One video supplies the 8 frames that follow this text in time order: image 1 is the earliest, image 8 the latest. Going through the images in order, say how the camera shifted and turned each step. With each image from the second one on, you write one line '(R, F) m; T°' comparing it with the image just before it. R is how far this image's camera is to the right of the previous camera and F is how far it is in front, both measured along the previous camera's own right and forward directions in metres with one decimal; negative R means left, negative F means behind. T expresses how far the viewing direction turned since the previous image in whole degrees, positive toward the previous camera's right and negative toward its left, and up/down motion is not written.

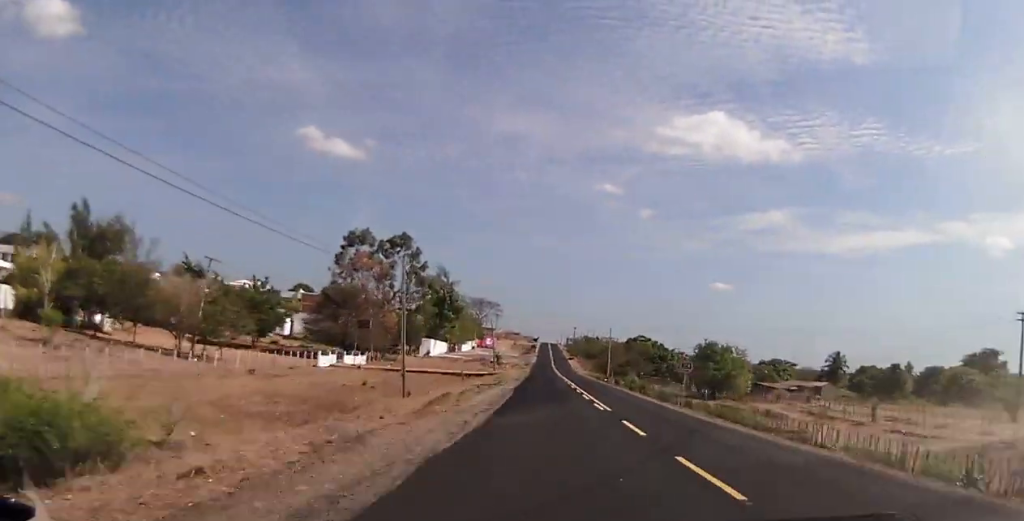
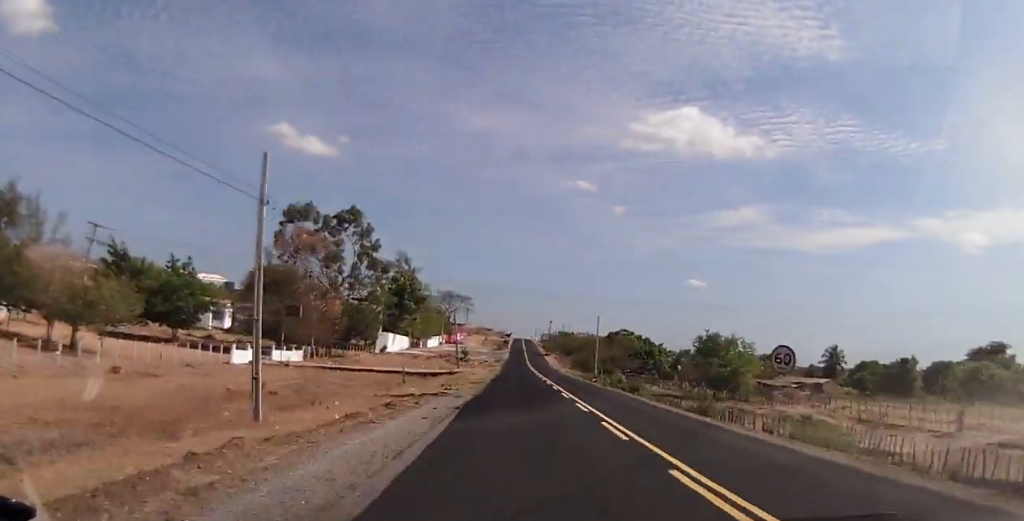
(+0.1, +15.9) m; +2°
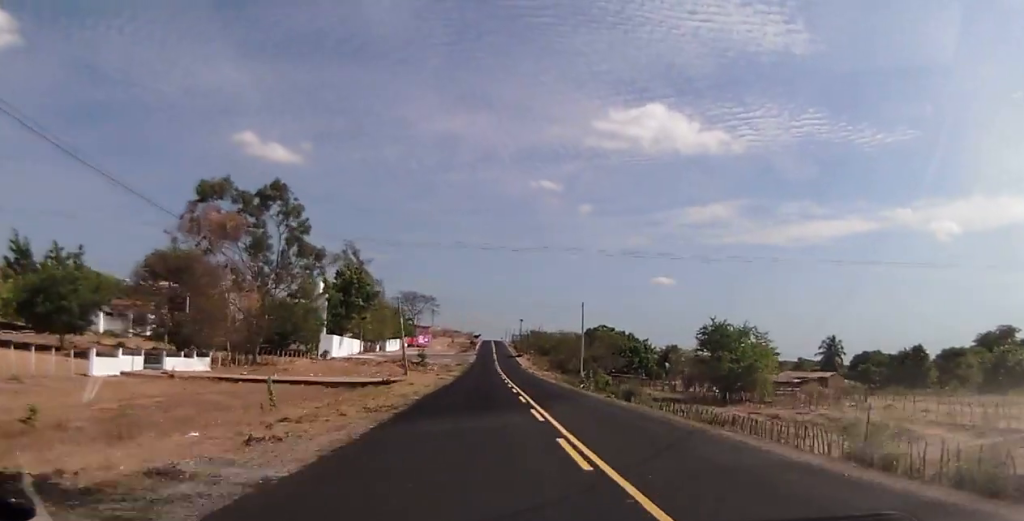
(+0.4, +16.8) m; +2°
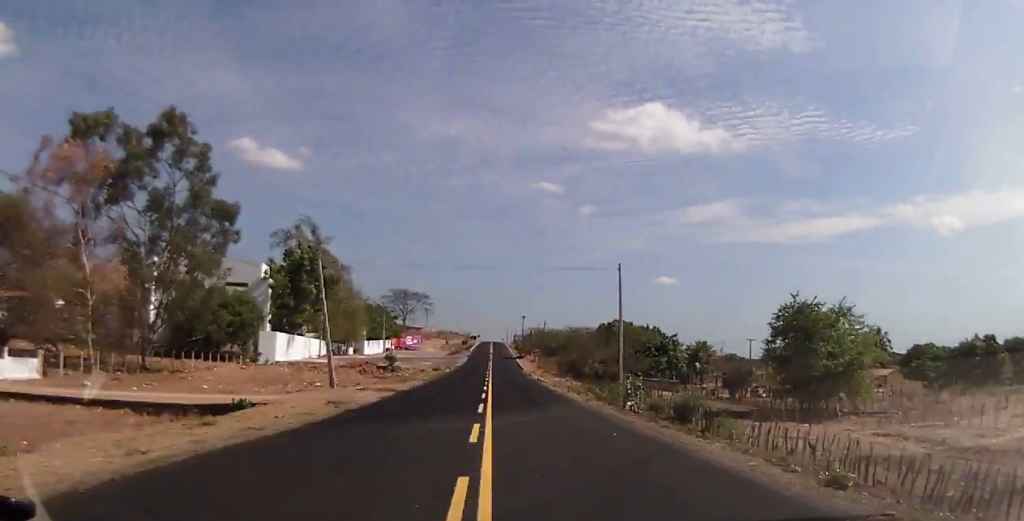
(+0.3, +24.0) m; +2°
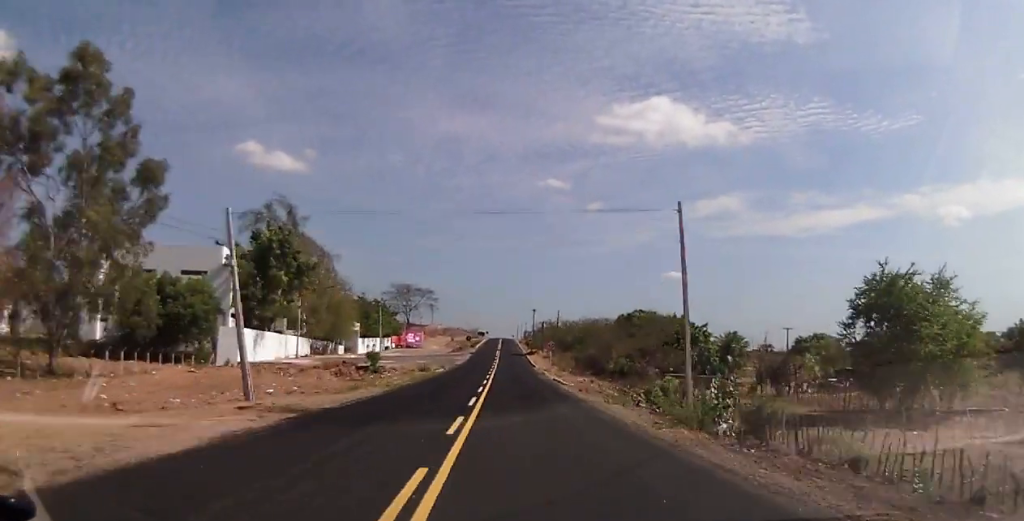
(+0.2, +13.3) m; 0°
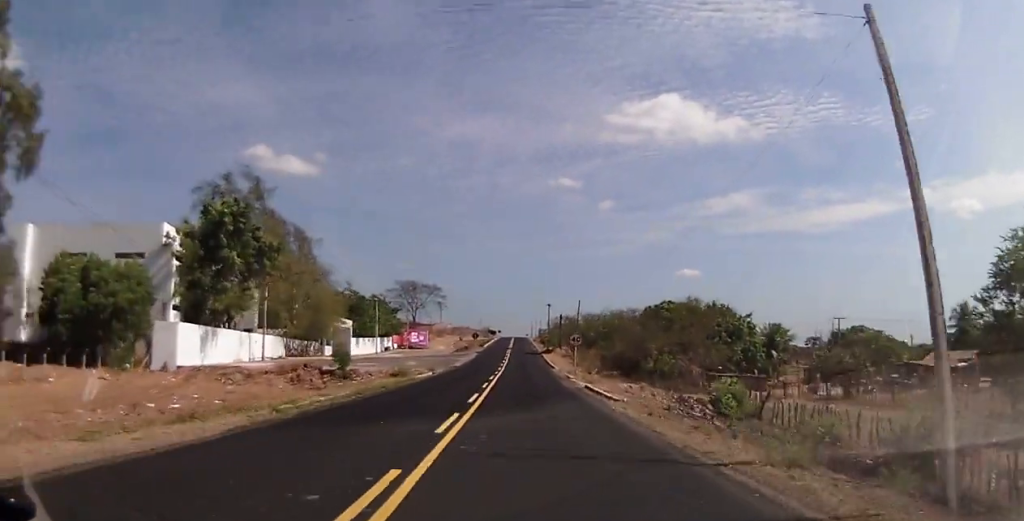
(+0.1, +14.6) m; 0°
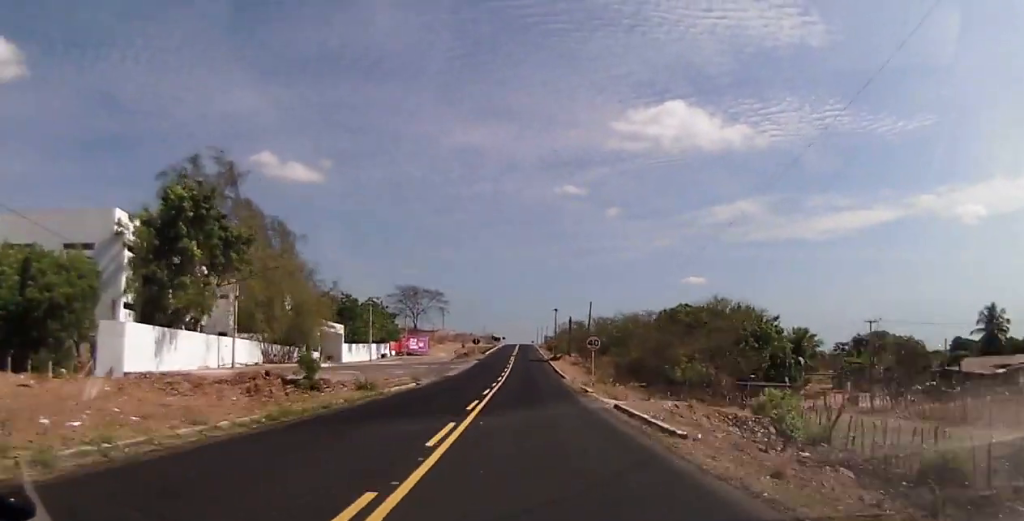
(-0.2, +8.2) m; -1°
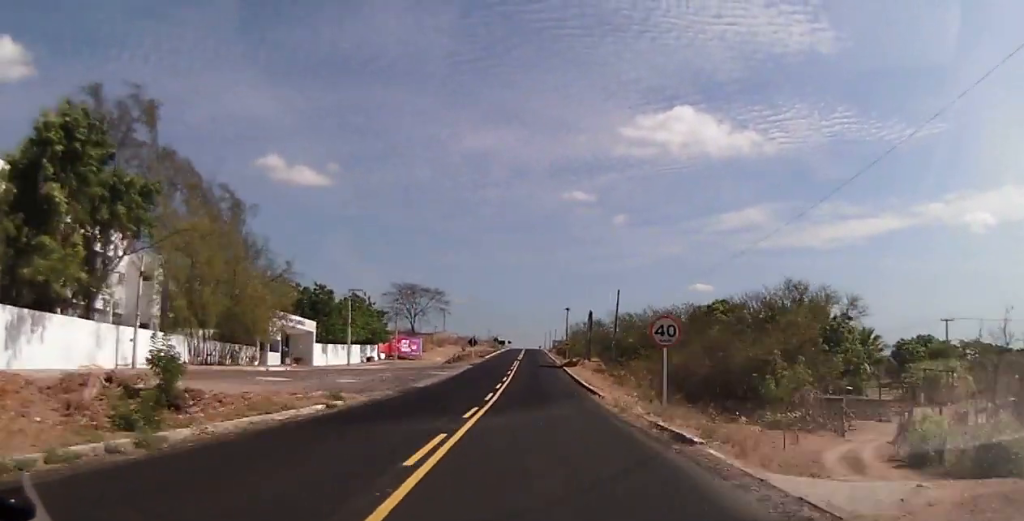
(-0.2, +16.9) m; -1°
